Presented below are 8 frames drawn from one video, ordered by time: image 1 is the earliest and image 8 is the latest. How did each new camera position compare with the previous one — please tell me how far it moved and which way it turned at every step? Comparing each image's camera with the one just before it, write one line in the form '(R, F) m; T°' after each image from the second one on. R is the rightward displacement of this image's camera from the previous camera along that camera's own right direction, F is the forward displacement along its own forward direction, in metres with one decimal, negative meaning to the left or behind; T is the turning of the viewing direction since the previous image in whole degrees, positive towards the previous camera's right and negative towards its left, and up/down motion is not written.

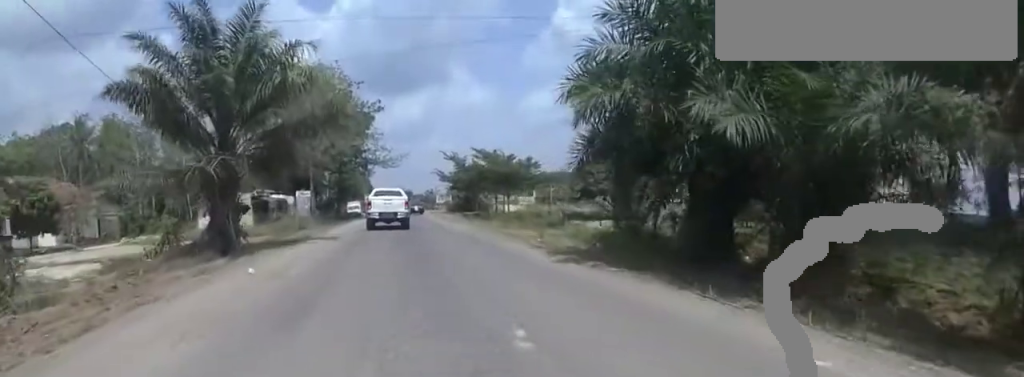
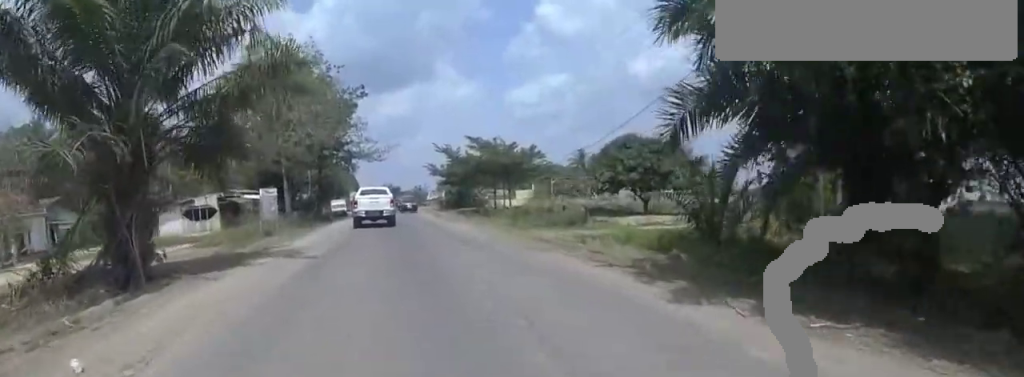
(+0.1, +5.4) m; +1°
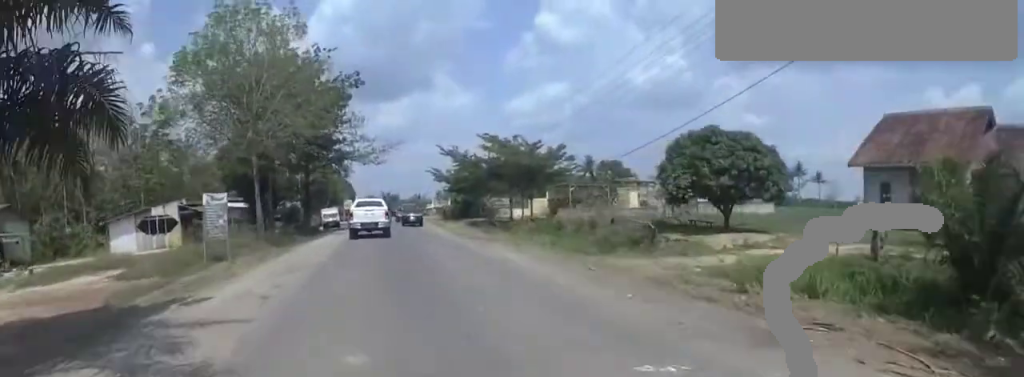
(0.0, +7.1) m; -2°
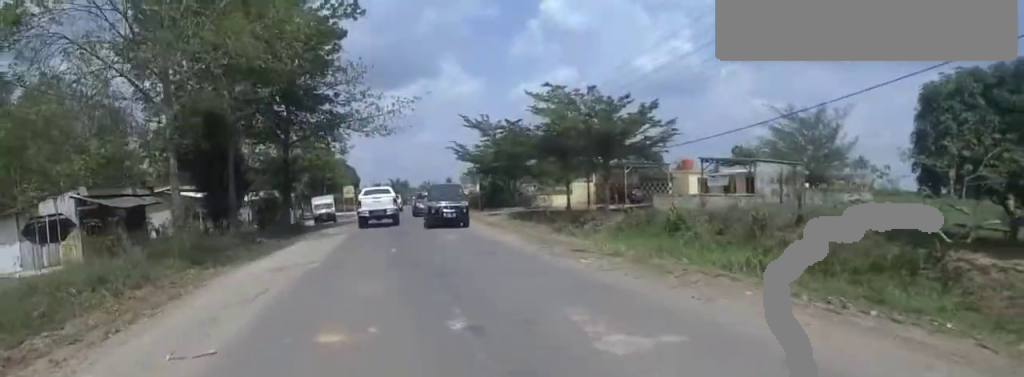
(-0.6, +11.5) m; -2°
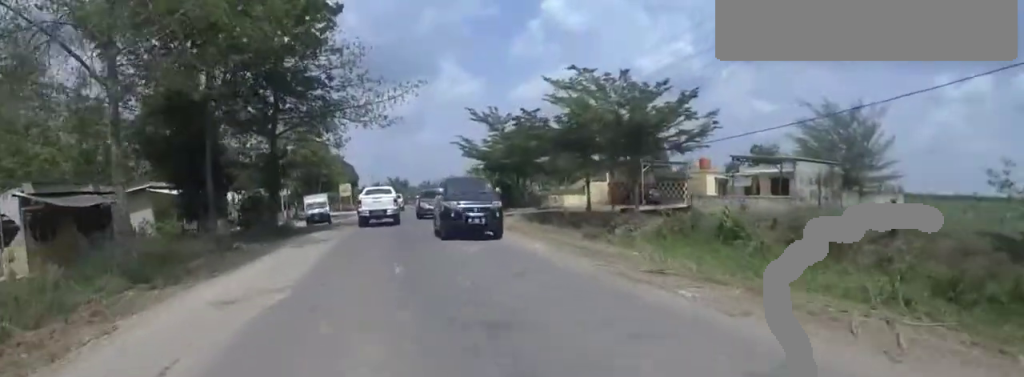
(+0.1, +3.2) m; 0°
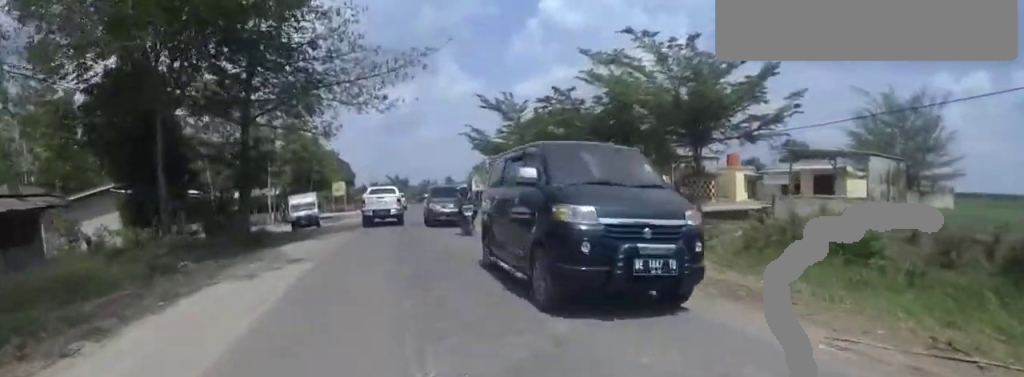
(+0.3, +4.8) m; 0°
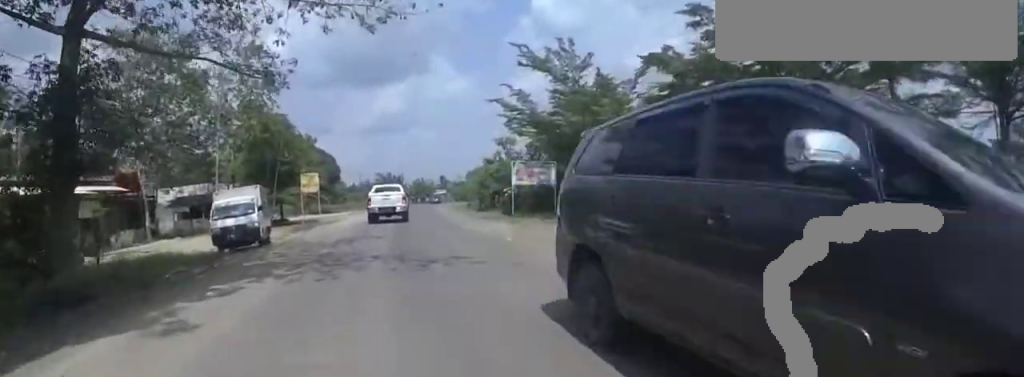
(-0.3, +11.7) m; +1°
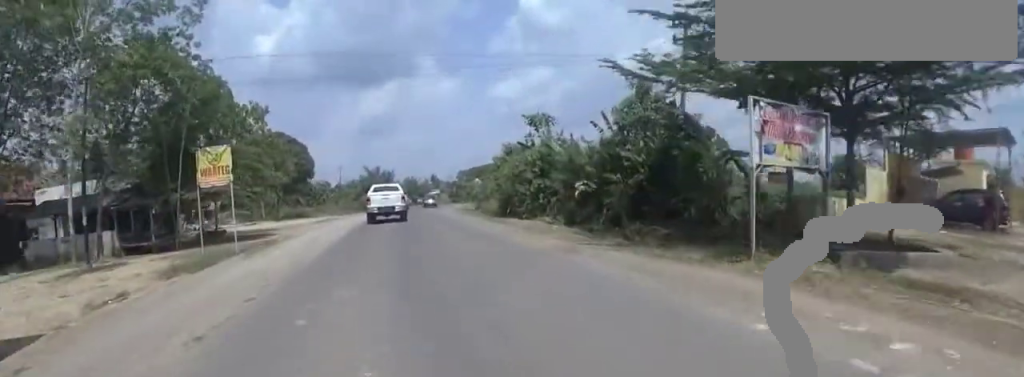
(+0.5, +13.8) m; -1°
